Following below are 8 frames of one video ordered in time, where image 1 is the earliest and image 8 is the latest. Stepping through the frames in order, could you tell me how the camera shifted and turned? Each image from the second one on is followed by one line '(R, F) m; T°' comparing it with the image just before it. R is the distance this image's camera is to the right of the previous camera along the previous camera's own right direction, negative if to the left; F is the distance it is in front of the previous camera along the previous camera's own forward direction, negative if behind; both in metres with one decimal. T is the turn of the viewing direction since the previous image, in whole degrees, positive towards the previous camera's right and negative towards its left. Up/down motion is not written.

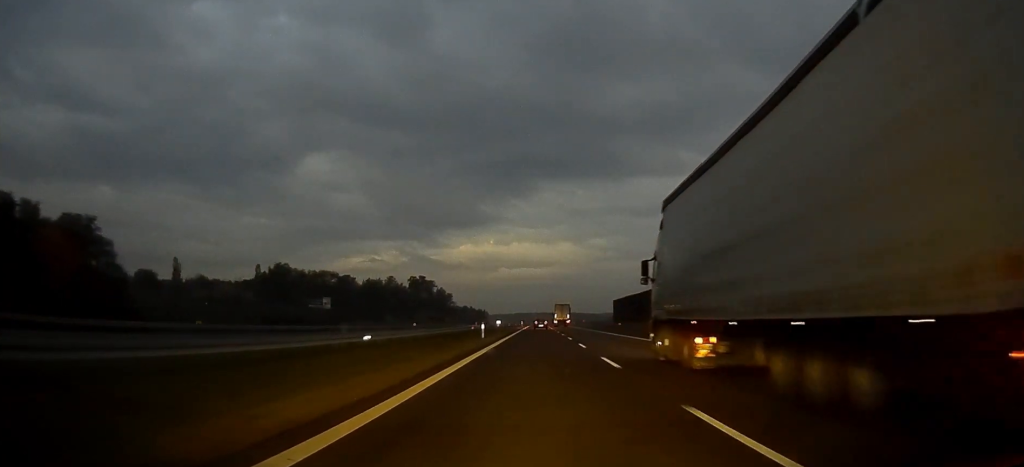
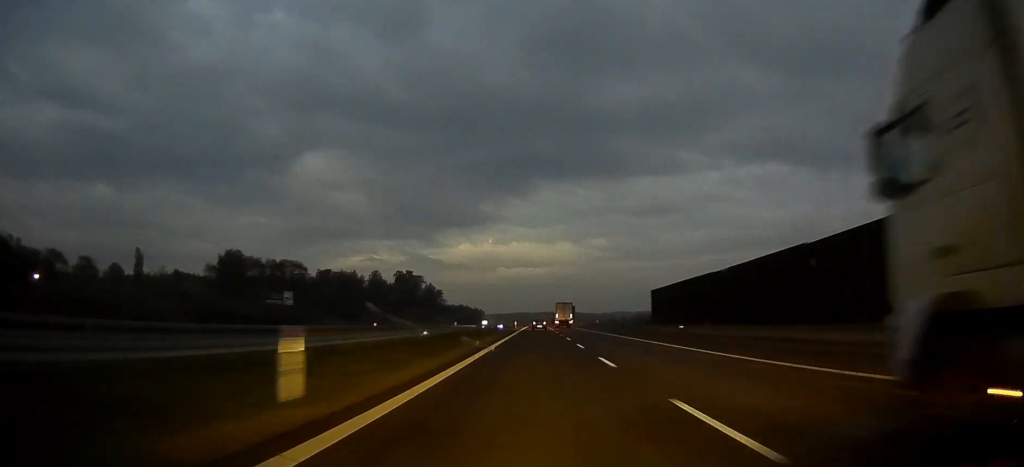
(-0.1, +33.9) m; 0°
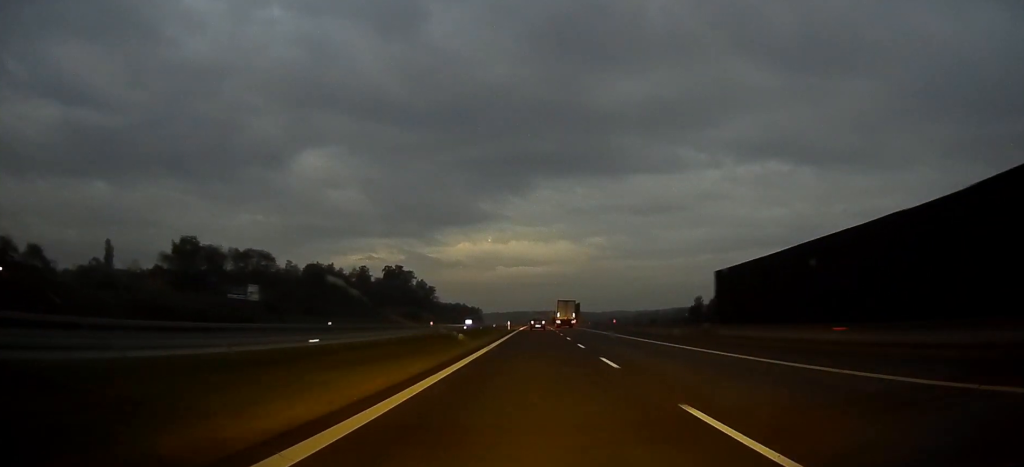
(0.0, +24.8) m; 0°
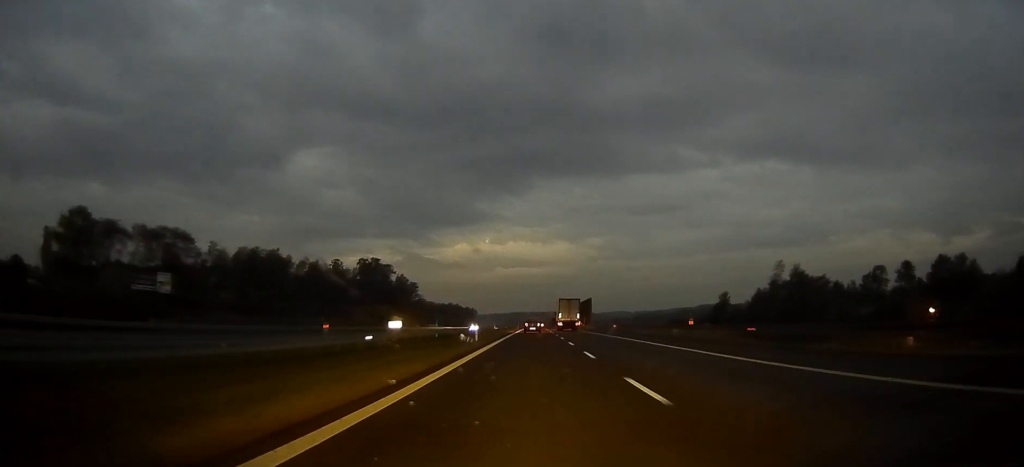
(+0.1, +43.2) m; 0°
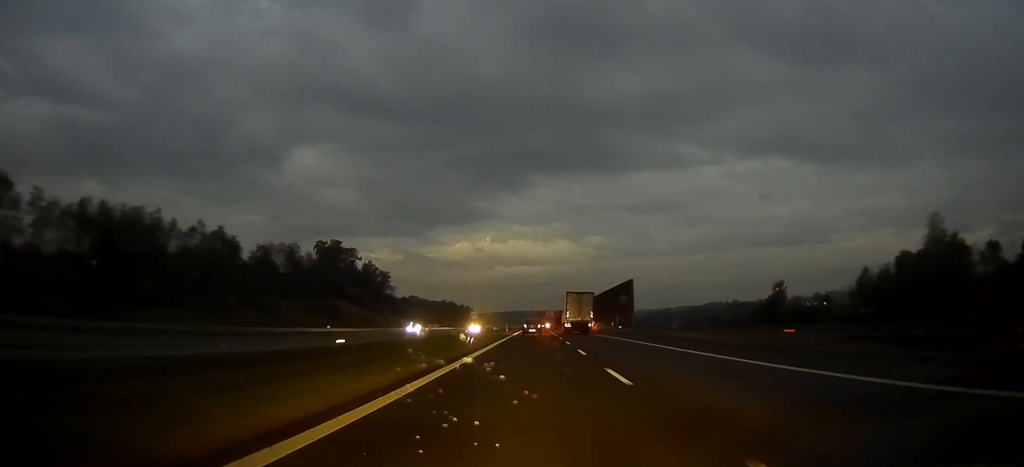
(-0.1, +56.6) m; 0°
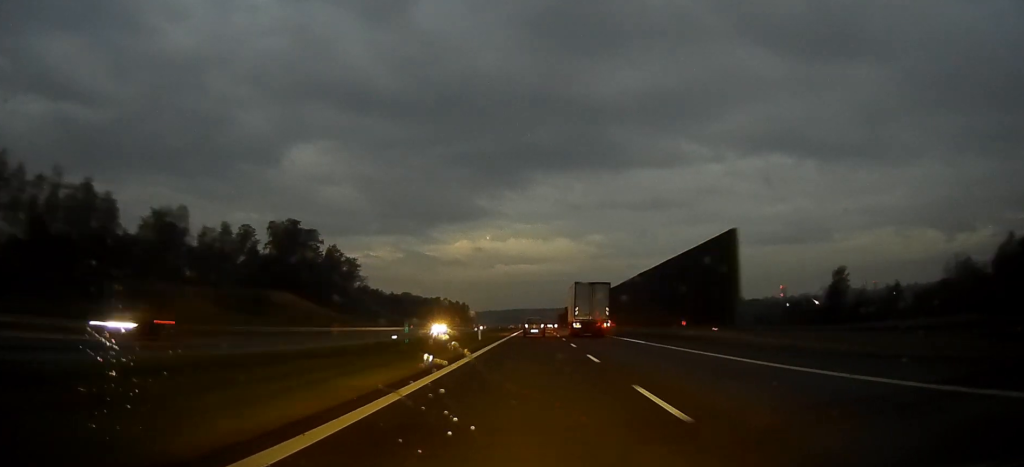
(0.0, +40.5) m; 0°
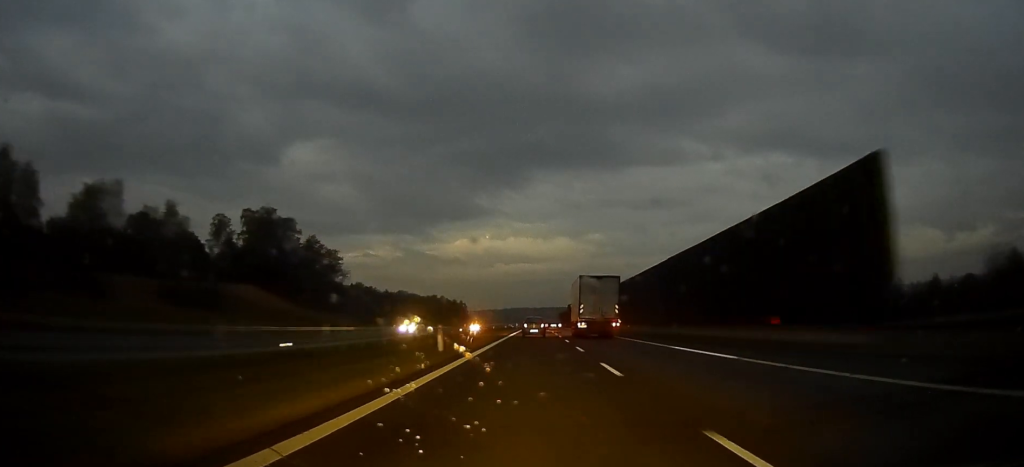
(0.0, +17.2) m; 0°
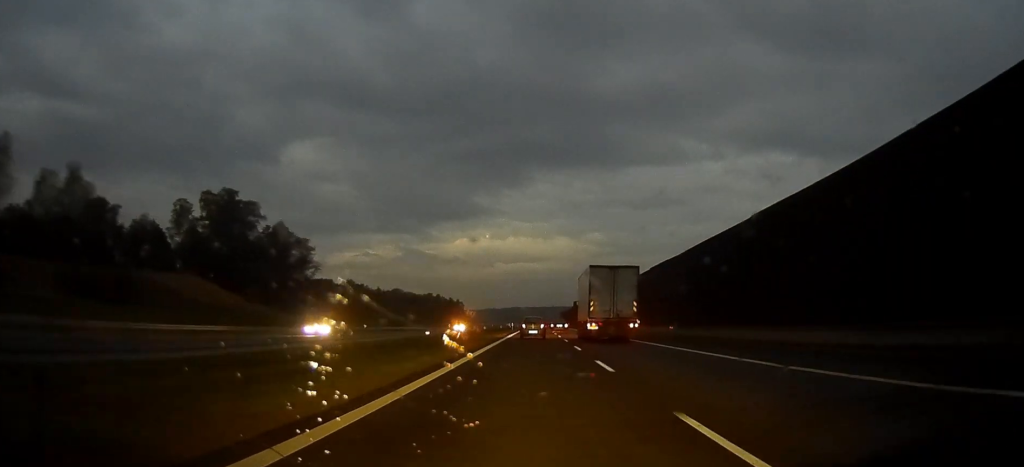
(0.0, +22.0) m; 0°
